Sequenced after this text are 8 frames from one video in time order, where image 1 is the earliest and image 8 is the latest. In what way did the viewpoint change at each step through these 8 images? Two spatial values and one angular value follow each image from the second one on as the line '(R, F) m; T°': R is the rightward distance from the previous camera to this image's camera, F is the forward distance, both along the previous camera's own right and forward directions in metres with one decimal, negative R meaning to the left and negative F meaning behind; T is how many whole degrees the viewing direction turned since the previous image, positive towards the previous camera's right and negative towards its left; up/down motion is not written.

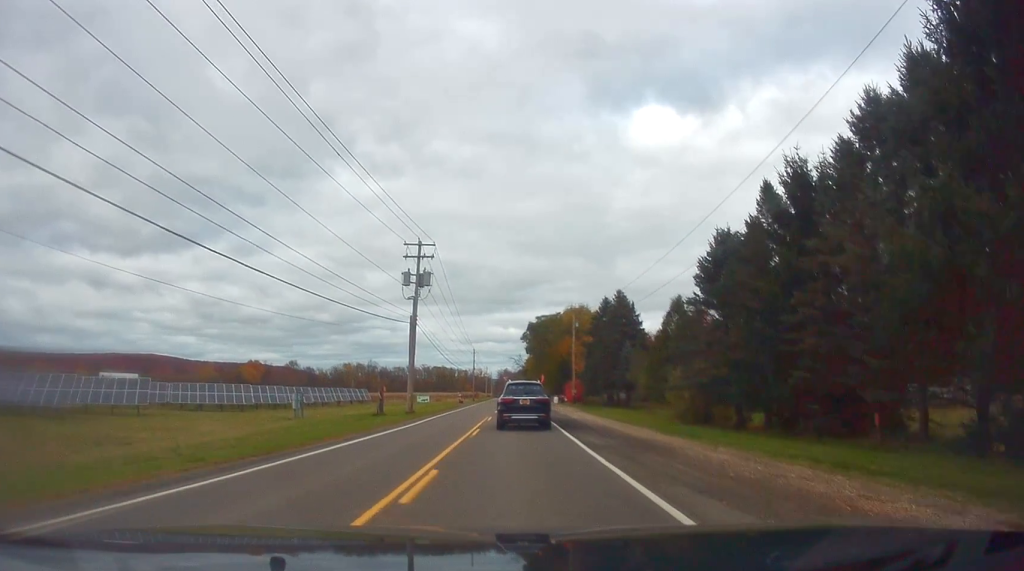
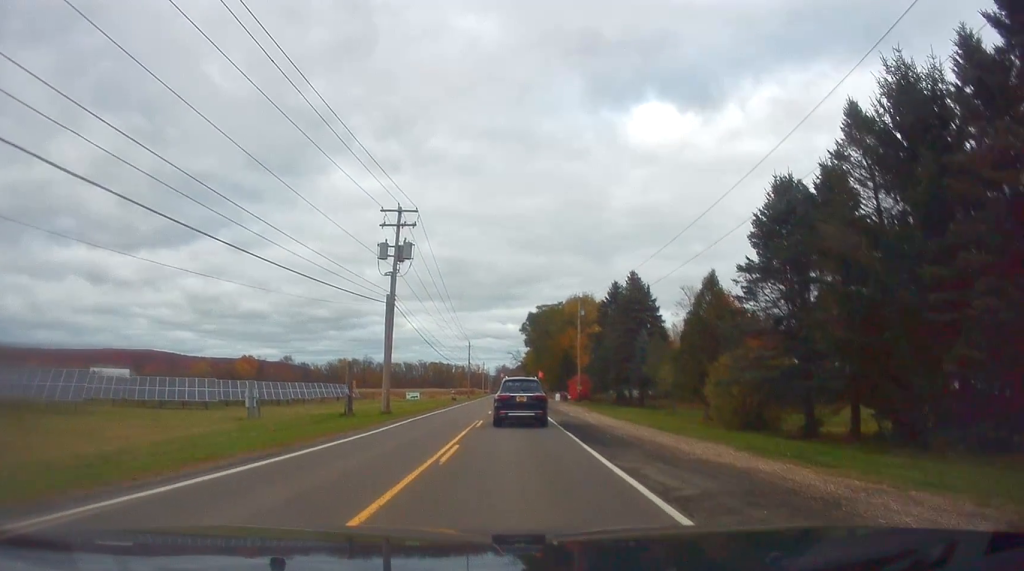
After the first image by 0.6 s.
(+0.3, +7.9) m; +1°
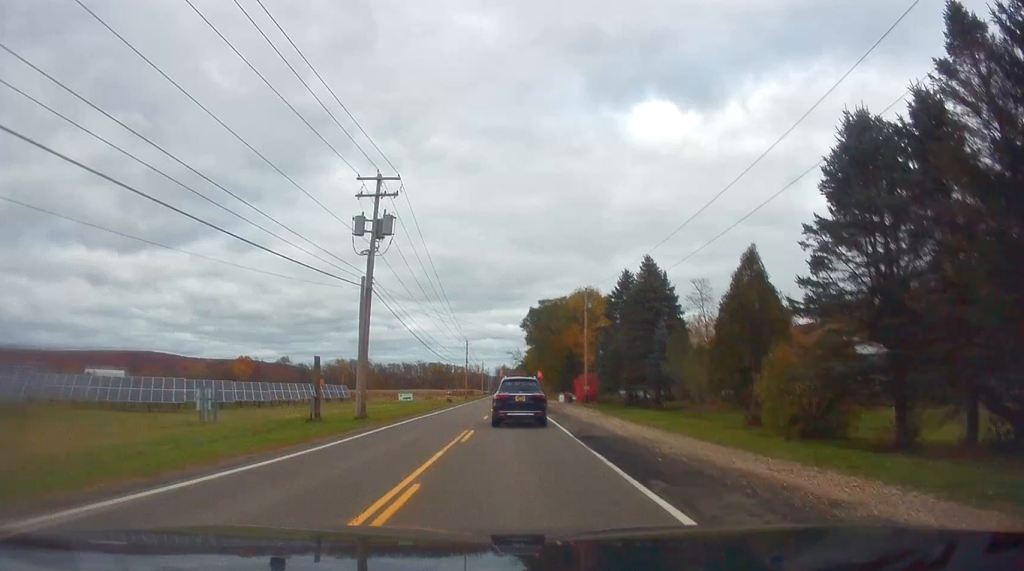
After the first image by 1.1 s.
(+0.2, +6.3) m; +1°
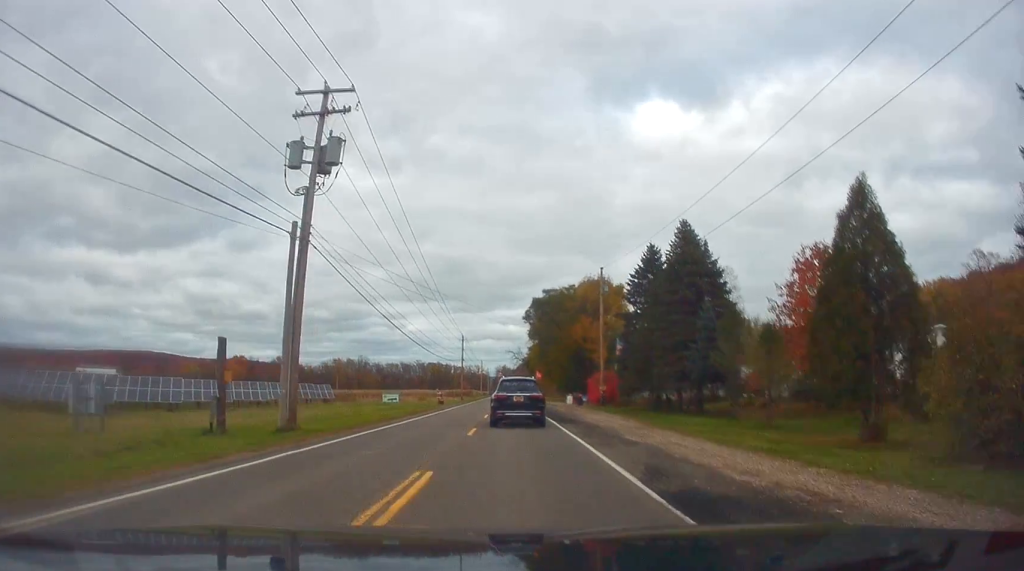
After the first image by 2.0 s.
(-0.3, +10.8) m; -1°
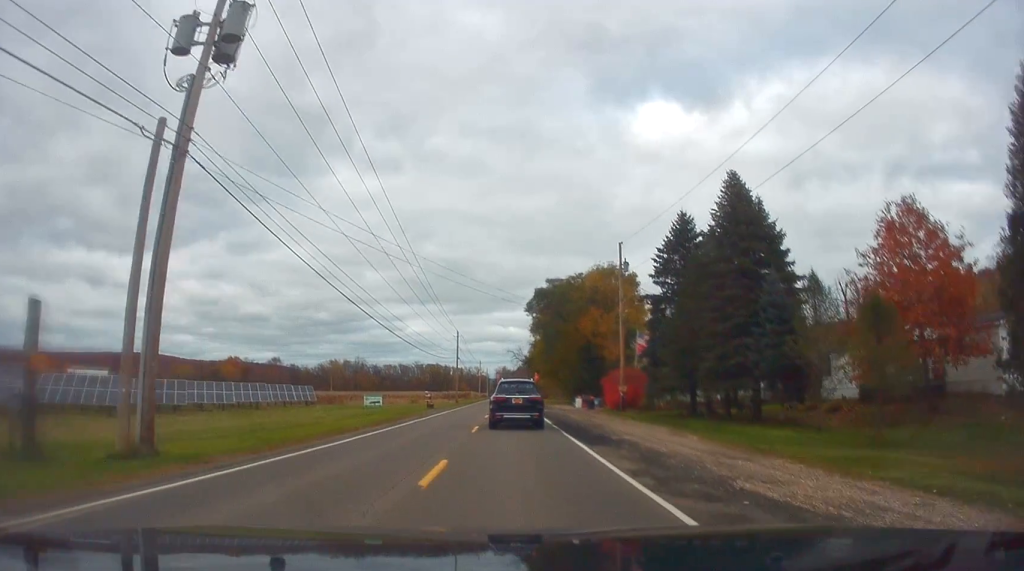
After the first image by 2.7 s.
(0.0, +9.6) m; +1°
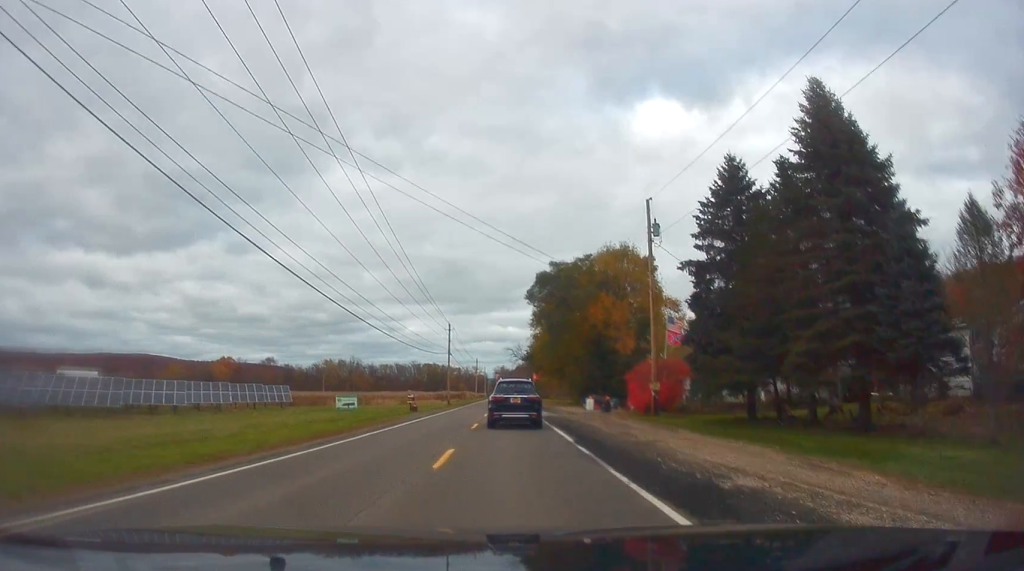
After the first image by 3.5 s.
(+0.1, +10.1) m; 0°
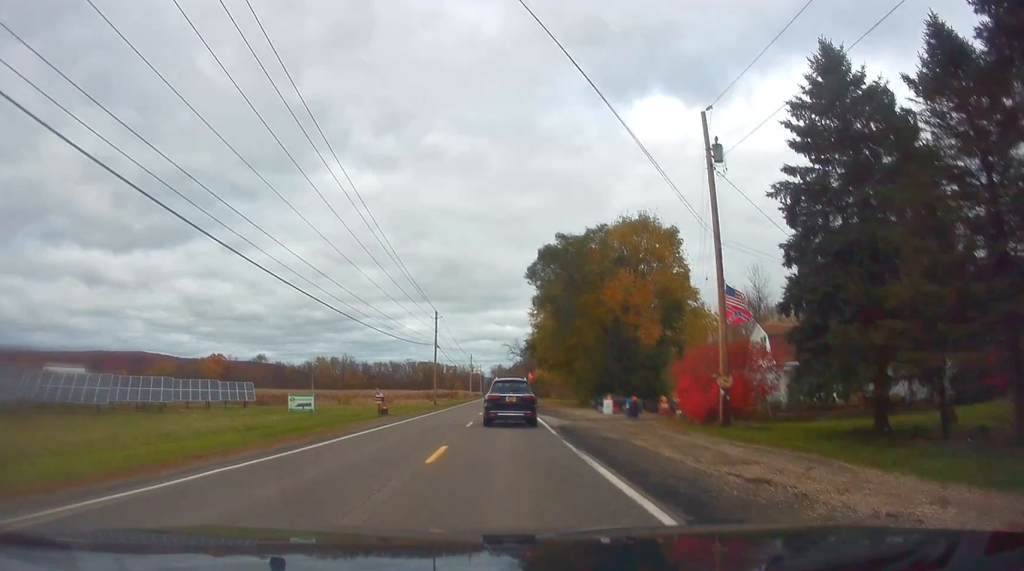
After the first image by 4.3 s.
(+0.1, +11.4) m; -1°
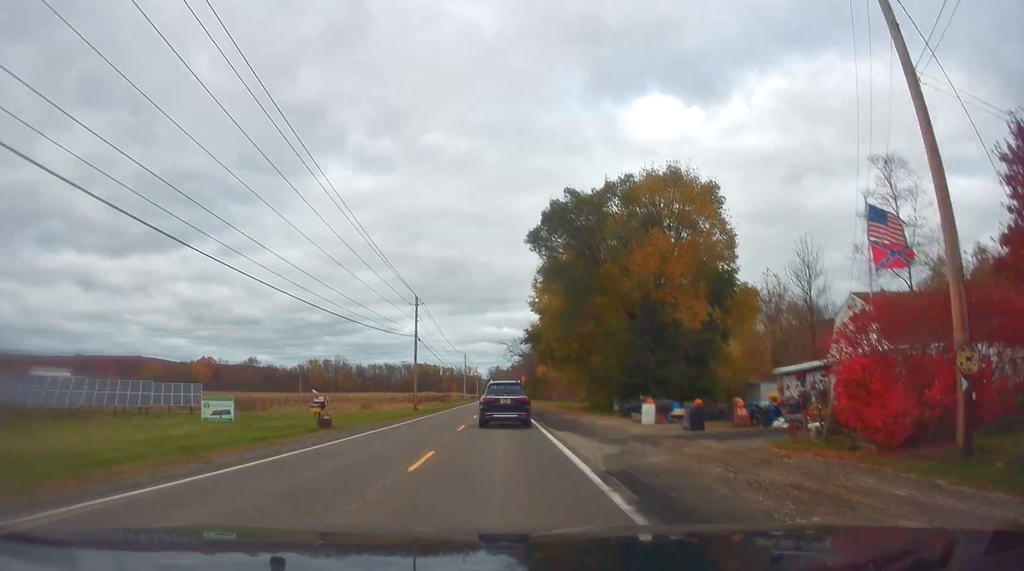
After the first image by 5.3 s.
(-0.3, +12.8) m; -1°
